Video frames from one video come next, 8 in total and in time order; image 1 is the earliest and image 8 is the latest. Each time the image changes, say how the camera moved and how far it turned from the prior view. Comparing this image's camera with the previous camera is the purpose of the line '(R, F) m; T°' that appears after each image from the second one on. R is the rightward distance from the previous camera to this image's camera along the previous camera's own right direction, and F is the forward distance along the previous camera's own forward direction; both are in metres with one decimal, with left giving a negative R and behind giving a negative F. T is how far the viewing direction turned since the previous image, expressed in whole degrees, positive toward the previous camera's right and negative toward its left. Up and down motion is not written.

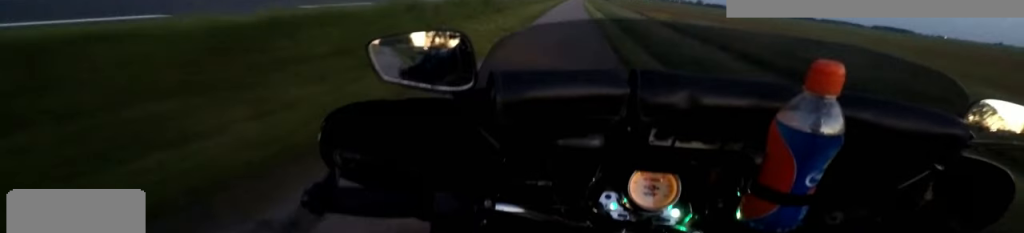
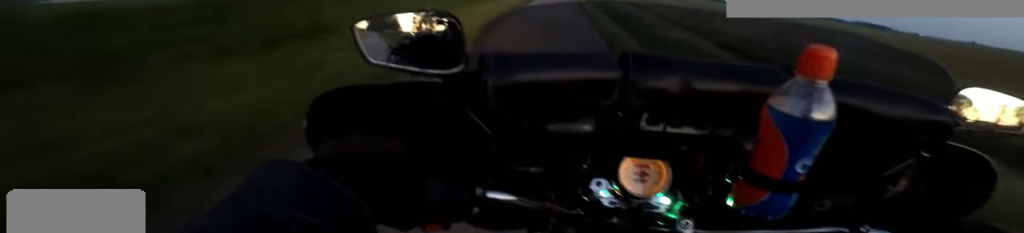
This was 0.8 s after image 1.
(-0.6, +10.7) m; -1°
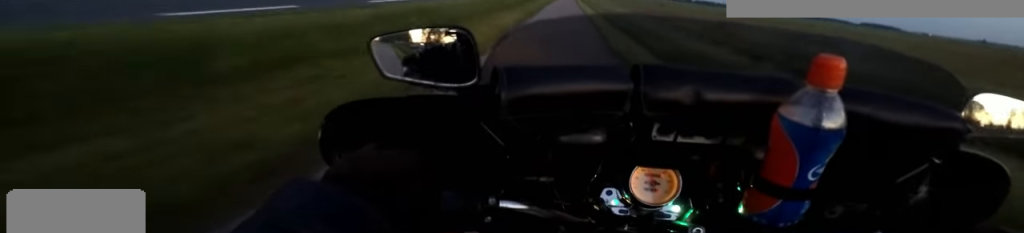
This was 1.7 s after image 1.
(+0.3, +10.8) m; +1°
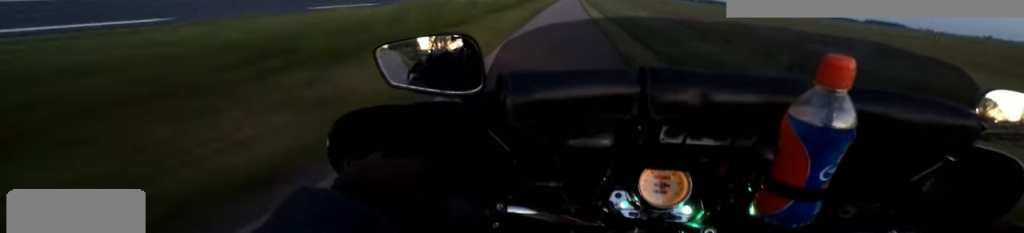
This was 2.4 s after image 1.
(+0.1, +9.4) m; +1°
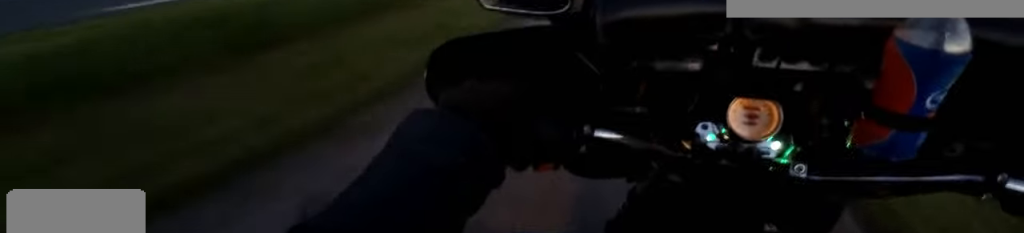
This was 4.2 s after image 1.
(+0.4, +25.1) m; 0°
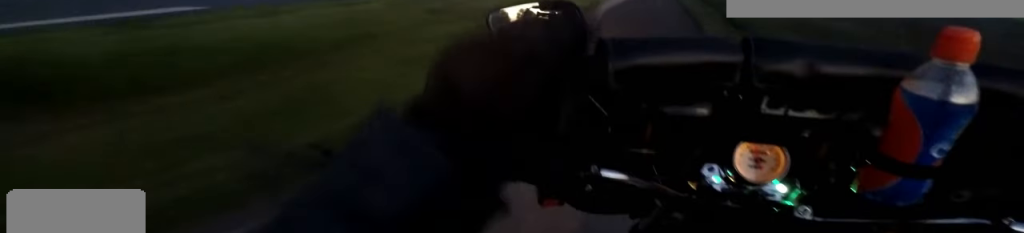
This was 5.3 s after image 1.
(-0.2, +14.7) m; -1°
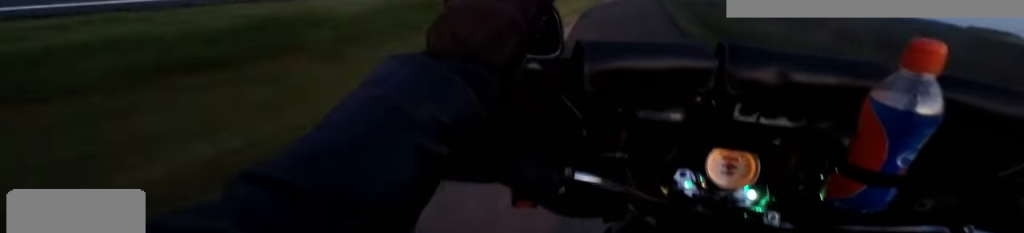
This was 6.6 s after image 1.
(0.0, +17.3) m; +1°
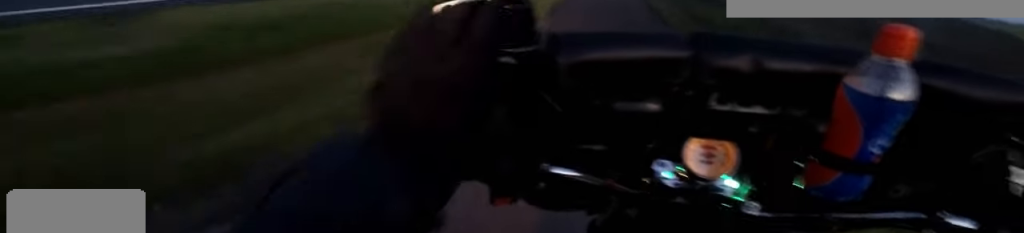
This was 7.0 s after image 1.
(0.0, +6.1) m; 0°
